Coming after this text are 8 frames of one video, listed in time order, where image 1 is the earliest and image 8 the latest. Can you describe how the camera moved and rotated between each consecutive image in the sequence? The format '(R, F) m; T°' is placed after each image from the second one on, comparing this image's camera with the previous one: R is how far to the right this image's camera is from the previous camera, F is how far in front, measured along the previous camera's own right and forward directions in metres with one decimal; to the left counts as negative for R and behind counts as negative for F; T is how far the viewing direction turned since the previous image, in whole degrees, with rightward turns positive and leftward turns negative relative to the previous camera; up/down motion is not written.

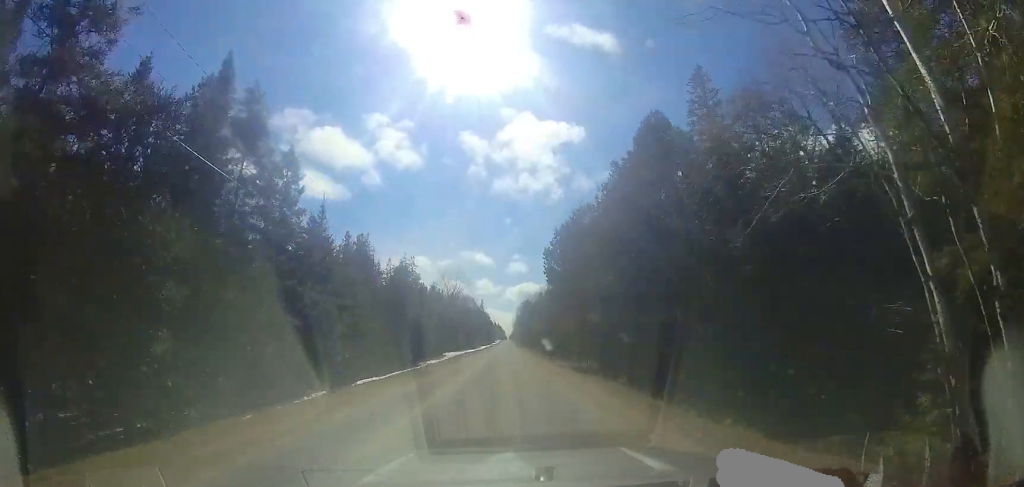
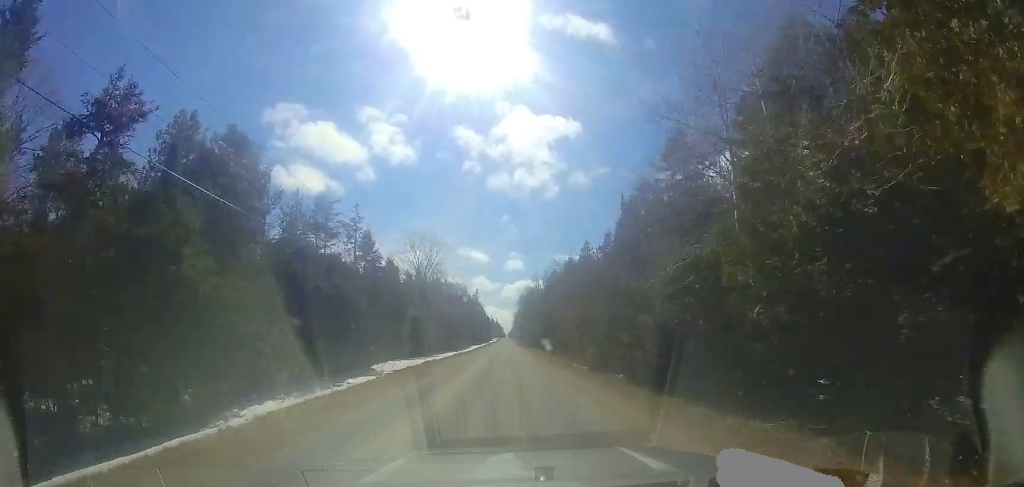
(-0.2, +27.6) m; -1°
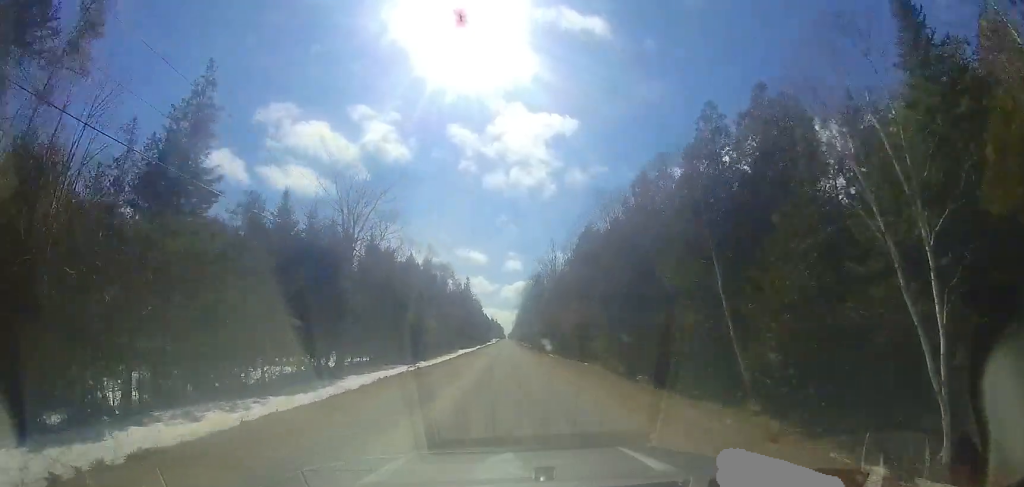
(+0.1, +26.9) m; 0°
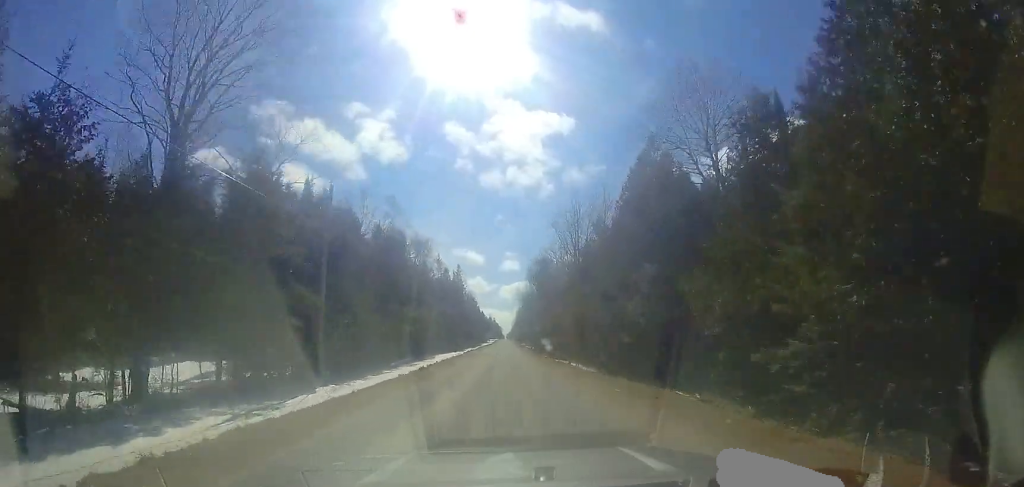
(-0.1, +17.6) m; 0°
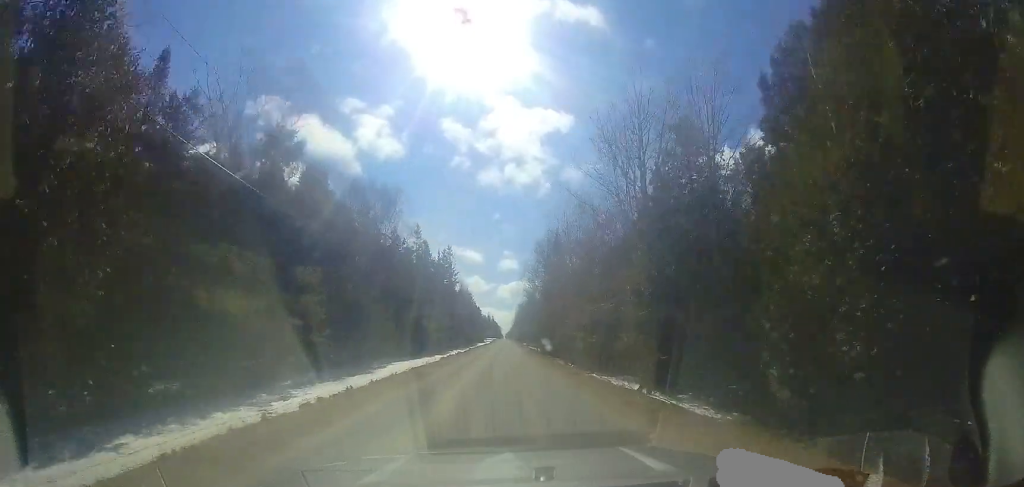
(0.0, +17.5) m; +1°
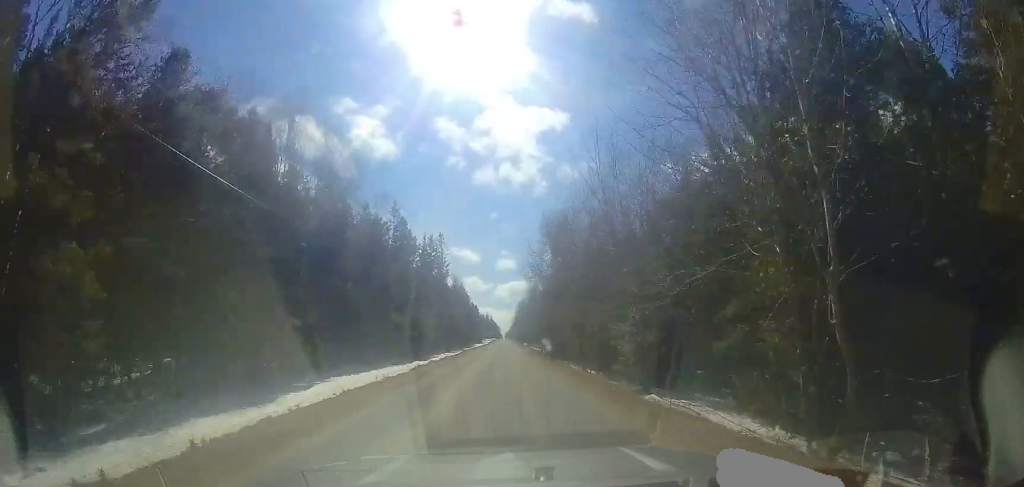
(0.0, +9.8) m; +1°
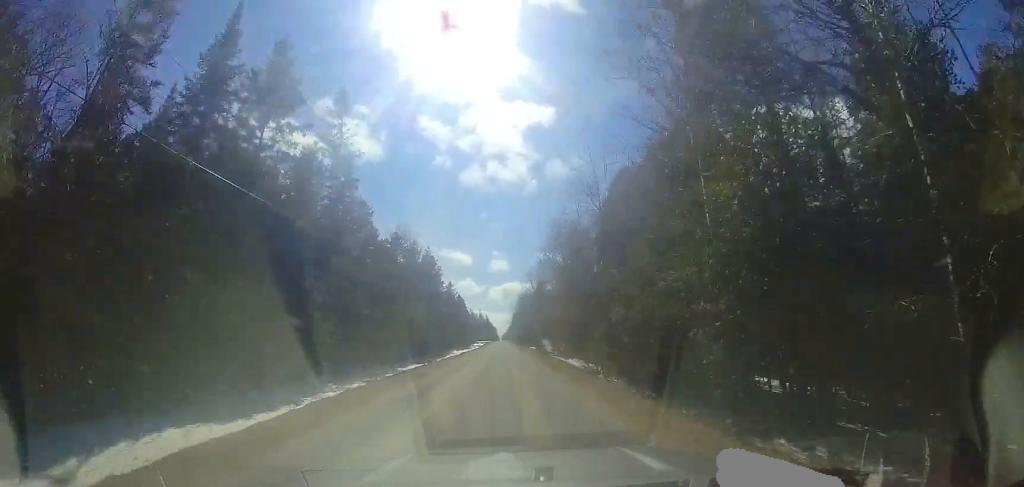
(+0.7, +39.4) m; +1°
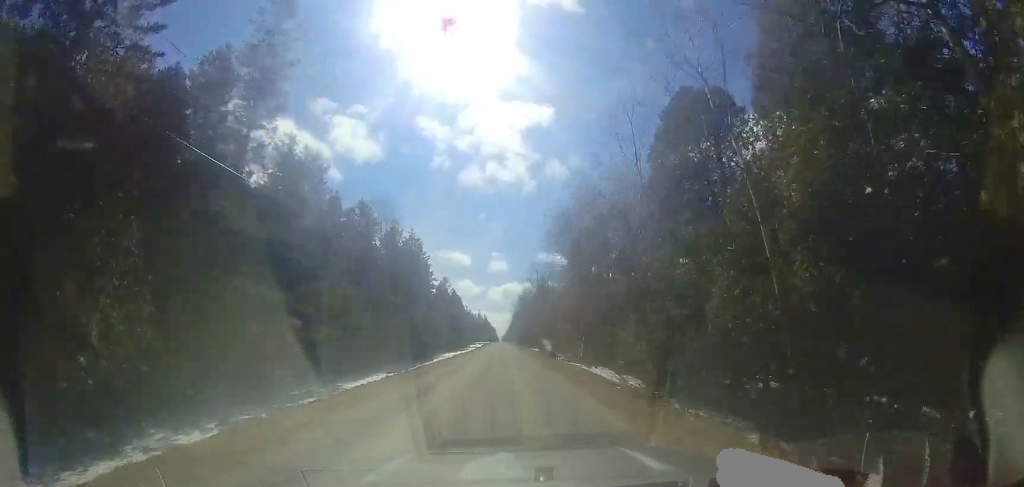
(0.0, +9.8) m; 0°
